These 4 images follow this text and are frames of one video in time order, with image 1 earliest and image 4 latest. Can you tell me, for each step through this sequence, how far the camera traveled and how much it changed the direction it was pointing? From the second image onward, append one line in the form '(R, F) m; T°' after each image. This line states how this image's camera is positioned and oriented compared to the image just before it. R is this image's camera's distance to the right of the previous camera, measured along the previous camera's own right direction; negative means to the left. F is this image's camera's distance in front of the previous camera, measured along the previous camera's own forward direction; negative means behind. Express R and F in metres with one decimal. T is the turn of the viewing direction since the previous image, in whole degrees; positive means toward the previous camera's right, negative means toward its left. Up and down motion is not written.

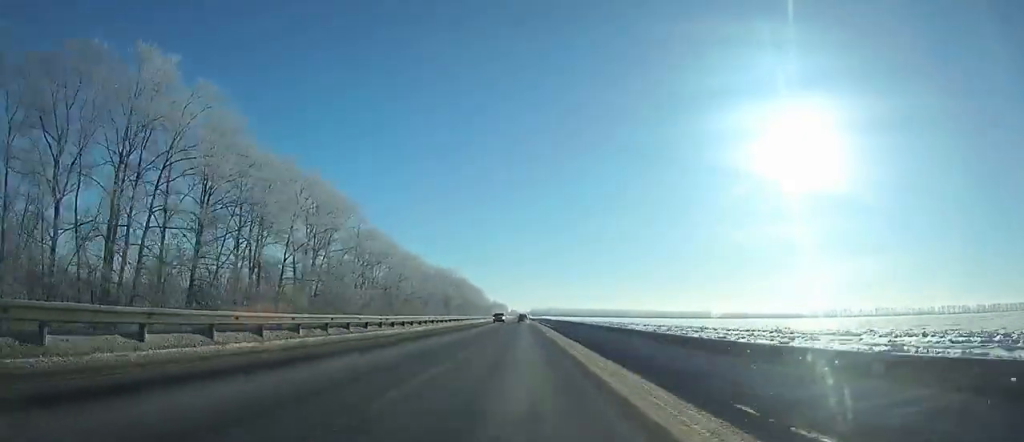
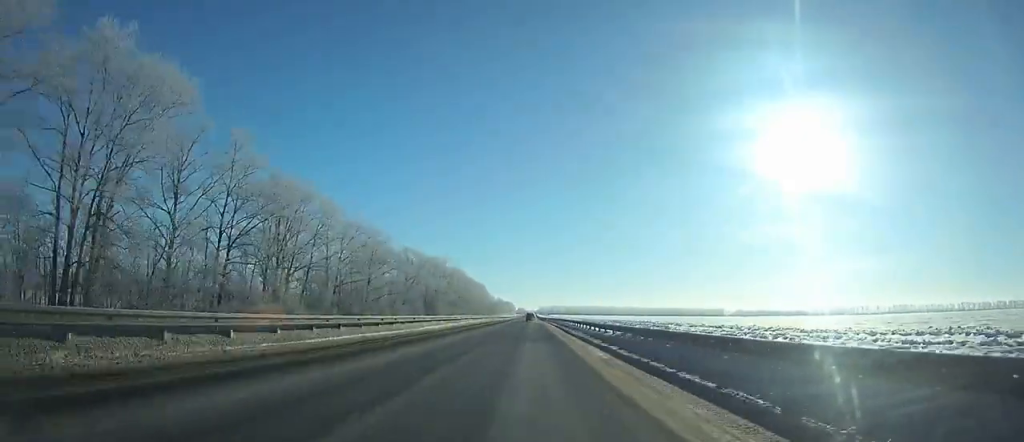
(0.0, +53.1) m; 0°
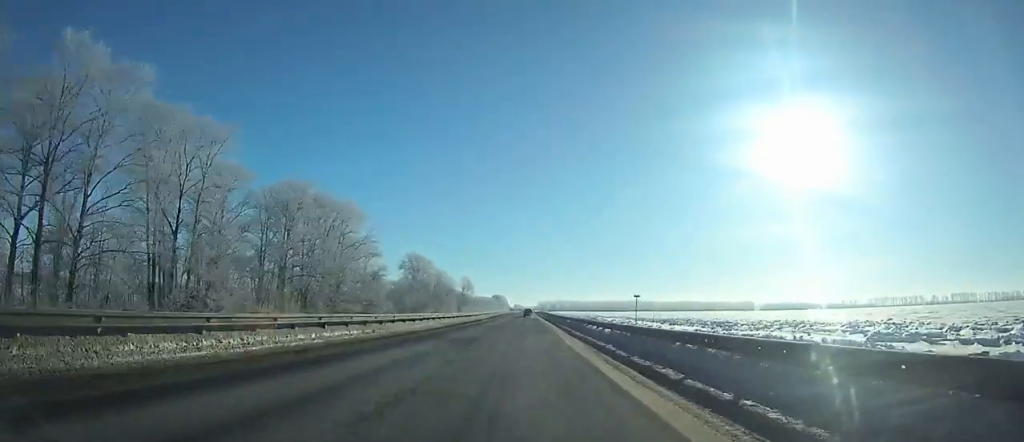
(-1.2, +267.5) m; 0°
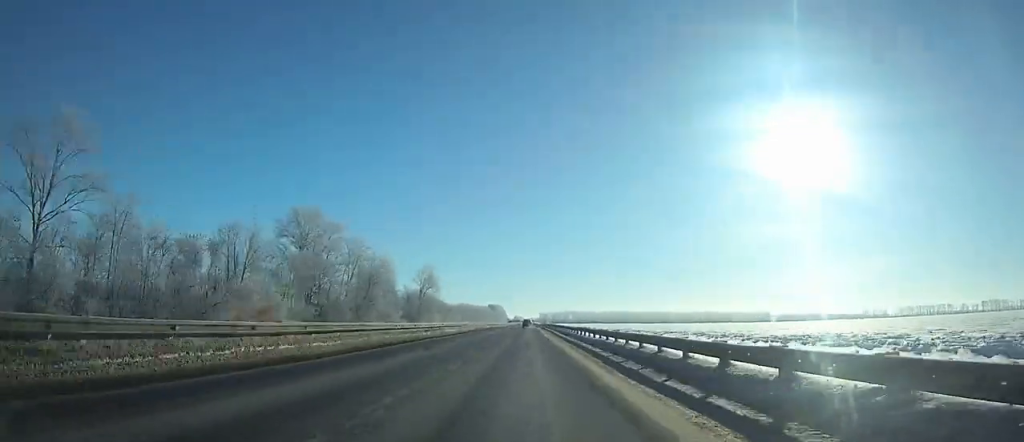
(-0.2, +110.1) m; 0°
